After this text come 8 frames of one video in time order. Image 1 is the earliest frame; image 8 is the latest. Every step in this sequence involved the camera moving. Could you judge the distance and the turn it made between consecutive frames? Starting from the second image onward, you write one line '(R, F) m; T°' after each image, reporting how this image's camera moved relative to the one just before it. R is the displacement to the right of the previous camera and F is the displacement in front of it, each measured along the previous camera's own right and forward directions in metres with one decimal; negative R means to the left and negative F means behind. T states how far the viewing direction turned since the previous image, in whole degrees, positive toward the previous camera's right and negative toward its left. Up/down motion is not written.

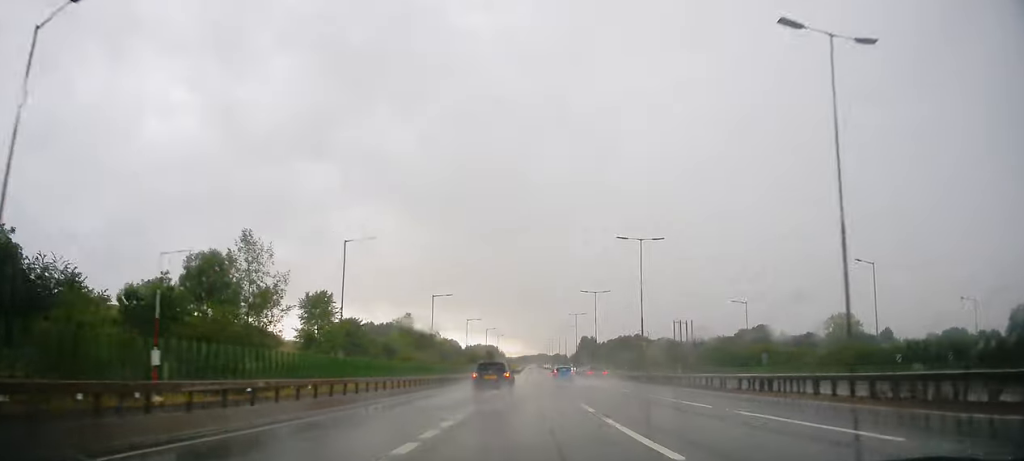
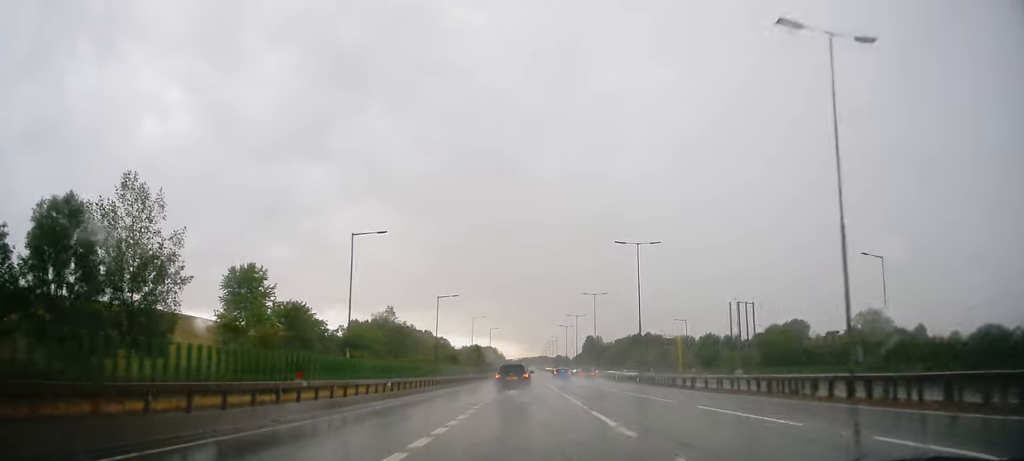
(-0.5, +33.5) m; -1°
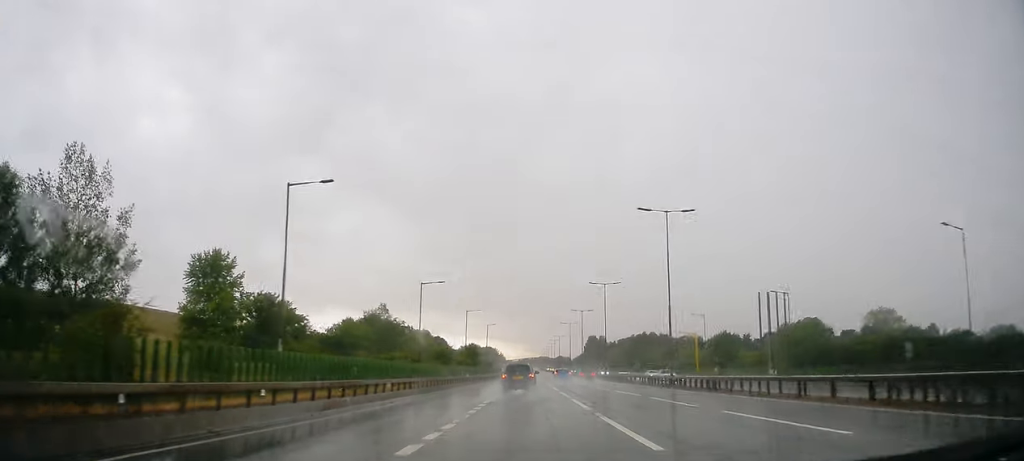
(-0.1, +11.1) m; +1°
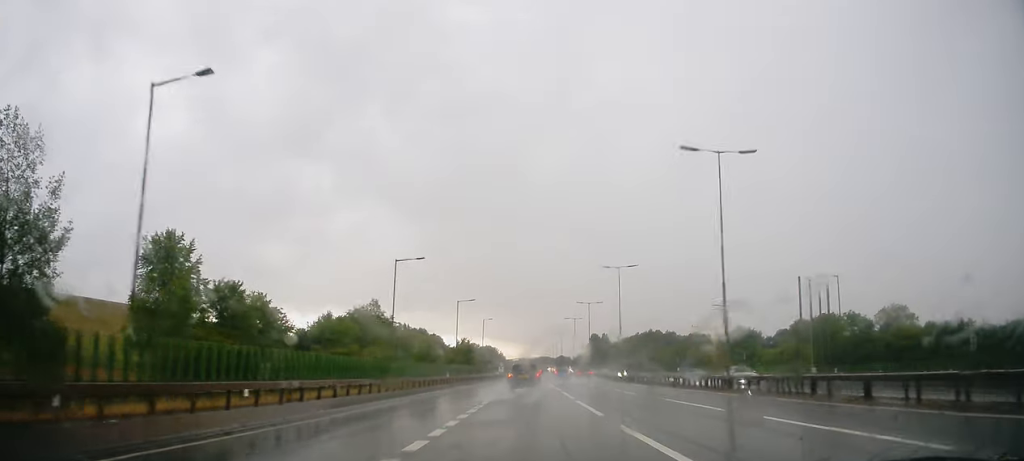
(+0.3, +11.8) m; 0°
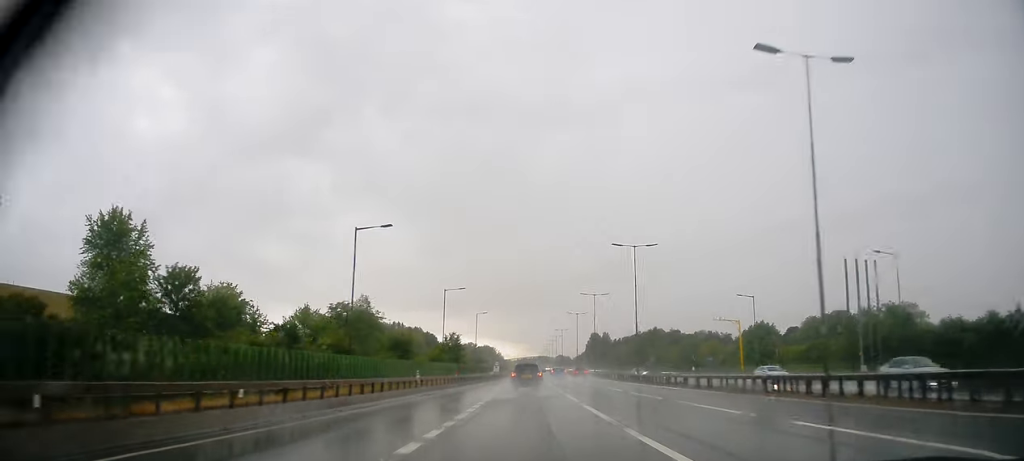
(+0.1, +10.6) m; 0°
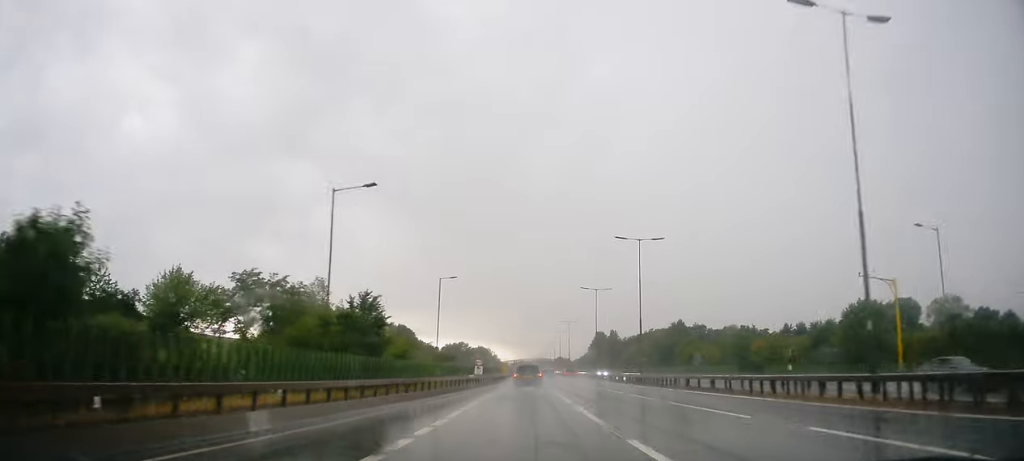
(-0.8, +37.8) m; -1°
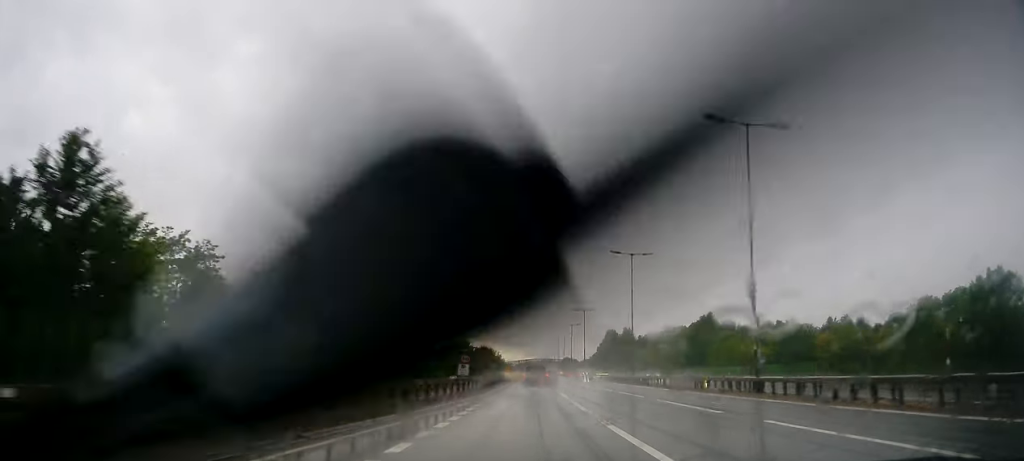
(+0.2, +24.8) m; +1°
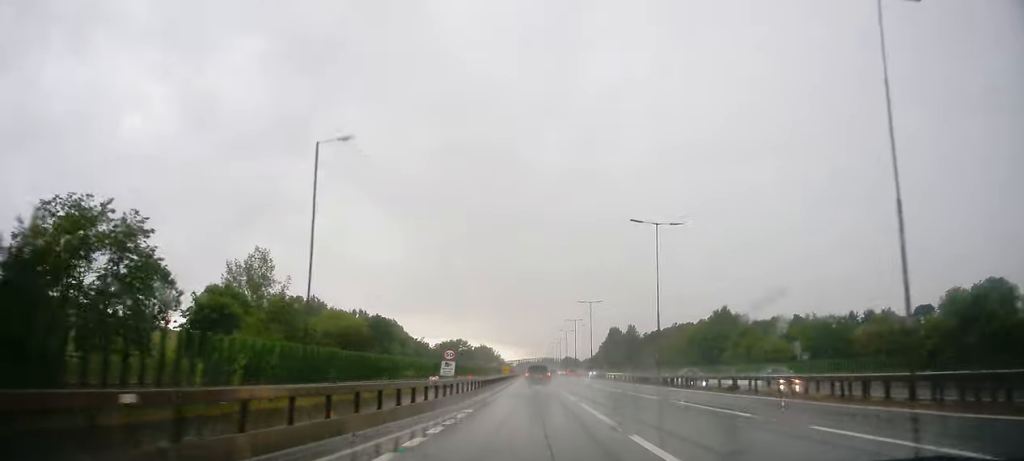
(+0.1, +11.3) m; 0°
